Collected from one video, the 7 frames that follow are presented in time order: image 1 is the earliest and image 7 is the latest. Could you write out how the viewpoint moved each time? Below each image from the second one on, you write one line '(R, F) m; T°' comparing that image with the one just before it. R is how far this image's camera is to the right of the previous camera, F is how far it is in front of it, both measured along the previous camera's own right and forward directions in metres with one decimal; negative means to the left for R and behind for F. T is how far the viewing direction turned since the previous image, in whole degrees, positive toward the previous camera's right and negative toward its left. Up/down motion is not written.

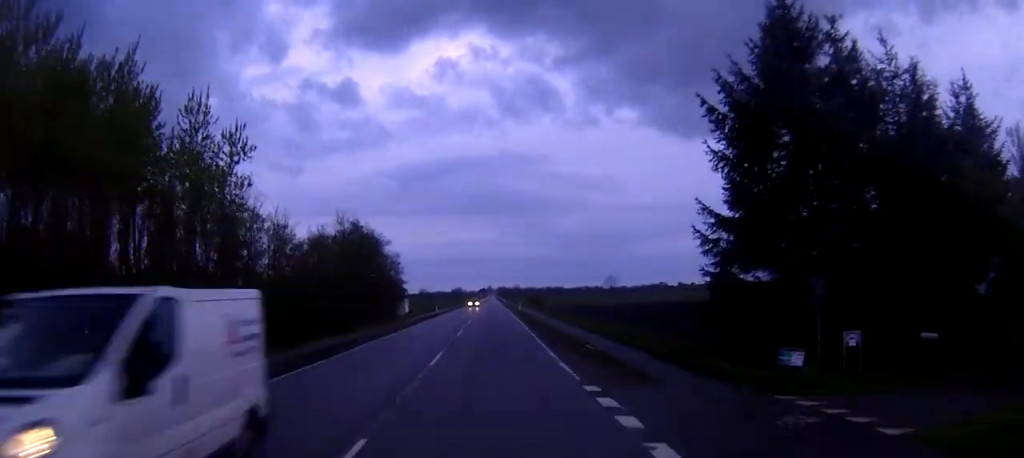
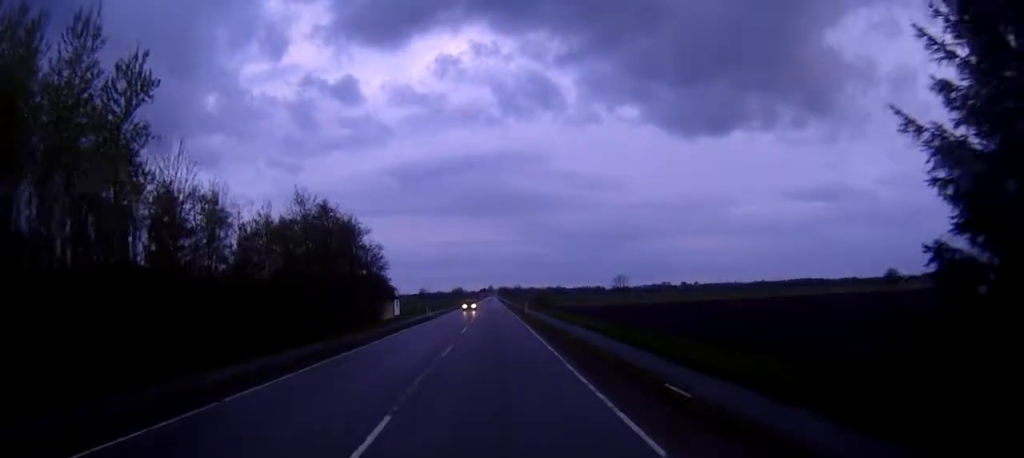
(0.0, +12.9) m; 0°
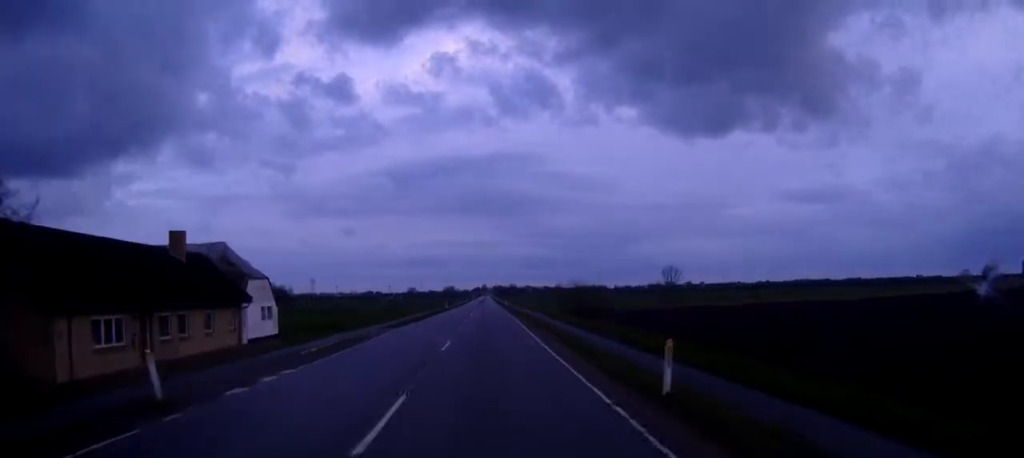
(+0.1, +57.8) m; +1°
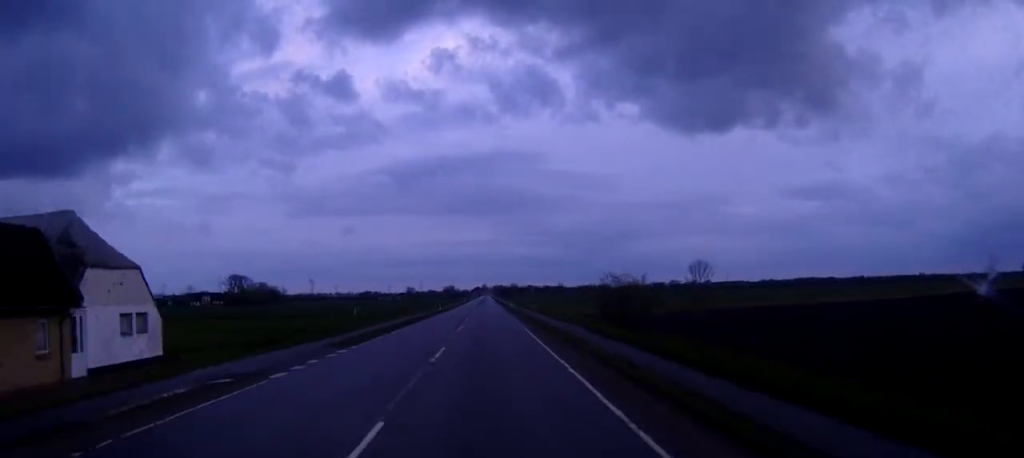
(+0.1, +17.5) m; 0°
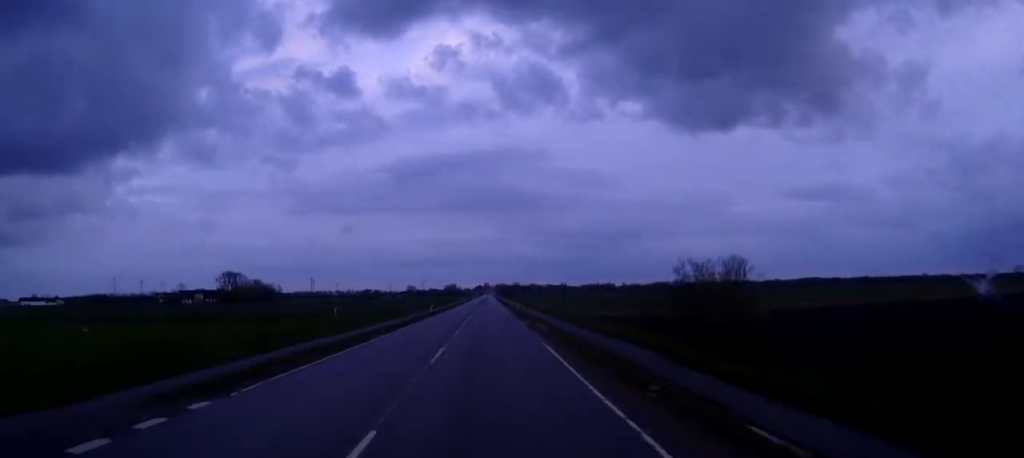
(0.0, +15.2) m; 0°
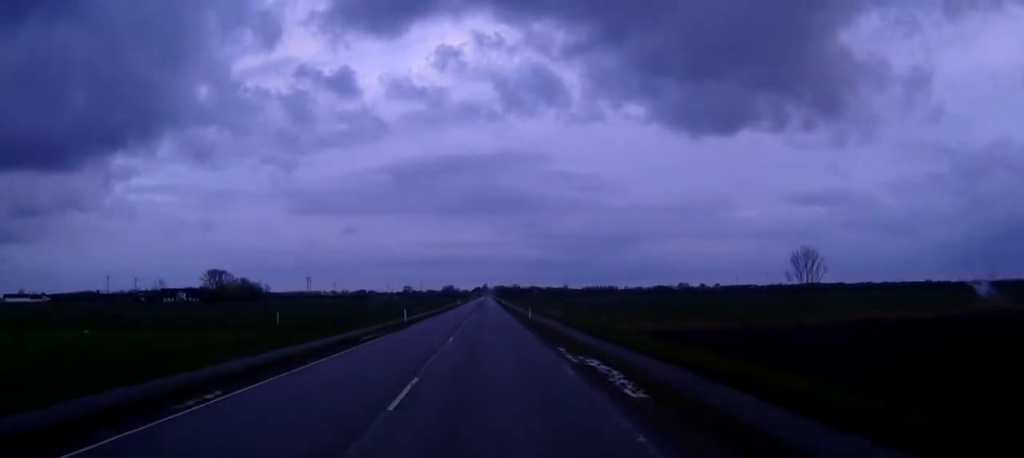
(0.0, +23.6) m; 0°
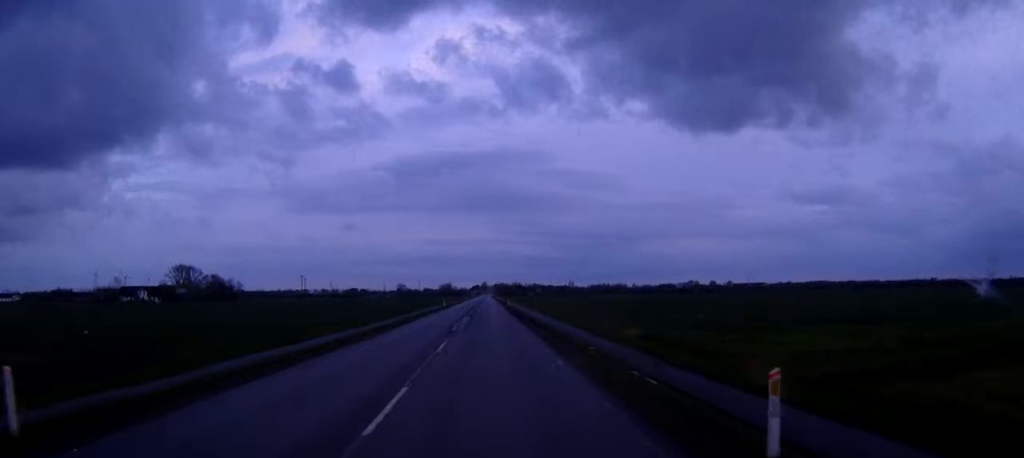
(-0.1, +47.9) m; 0°
